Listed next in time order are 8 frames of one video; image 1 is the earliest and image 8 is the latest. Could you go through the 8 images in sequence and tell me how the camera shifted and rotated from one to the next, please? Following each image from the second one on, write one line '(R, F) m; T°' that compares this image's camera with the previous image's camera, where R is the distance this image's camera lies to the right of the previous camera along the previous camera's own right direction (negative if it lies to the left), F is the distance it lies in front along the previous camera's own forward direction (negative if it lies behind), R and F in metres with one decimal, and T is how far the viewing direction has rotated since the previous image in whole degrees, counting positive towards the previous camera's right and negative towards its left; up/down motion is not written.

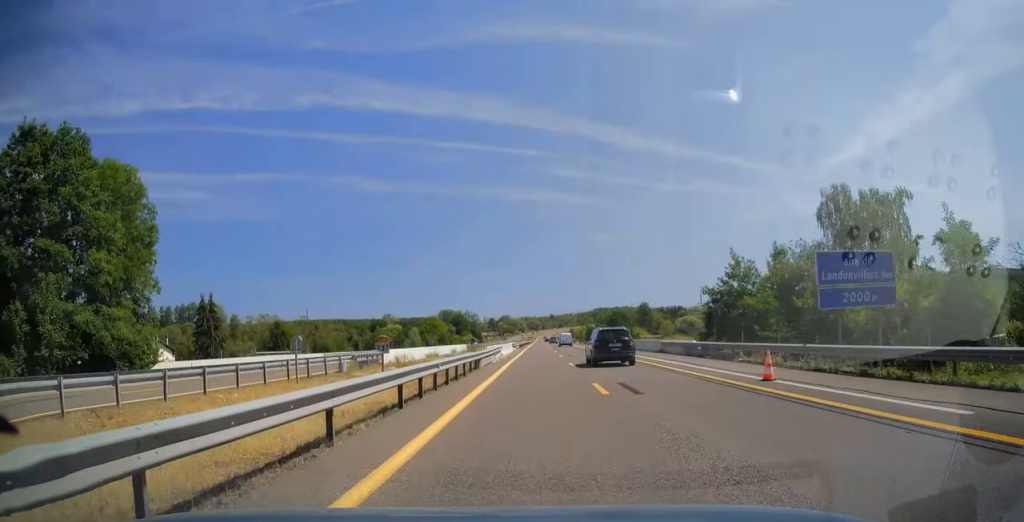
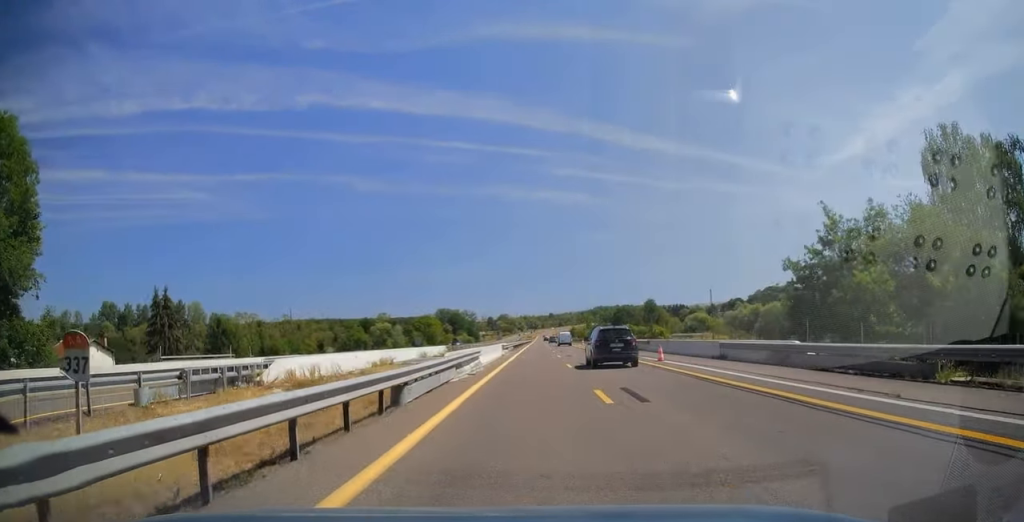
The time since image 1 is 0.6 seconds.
(-0.1, +15.0) m; 0°
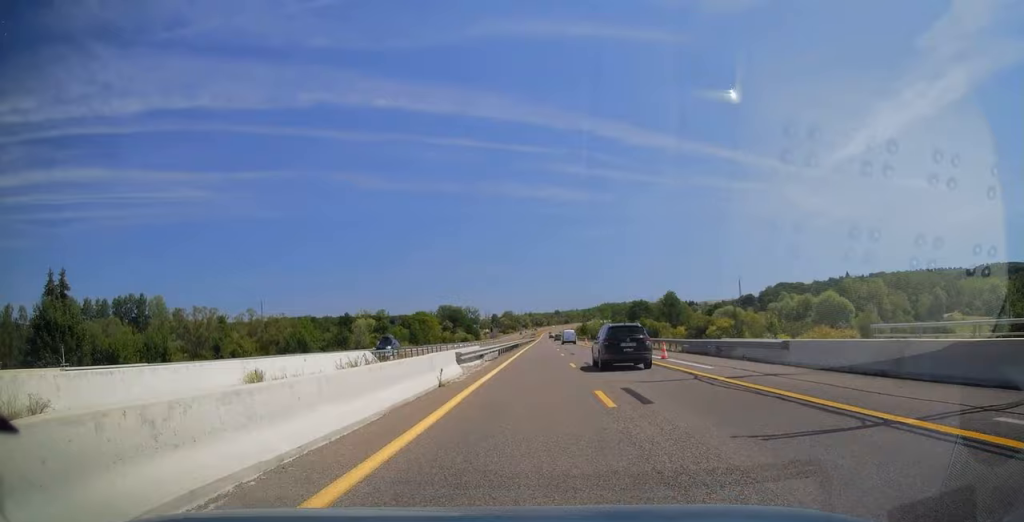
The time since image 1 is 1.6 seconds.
(+0.4, +26.8) m; +1°
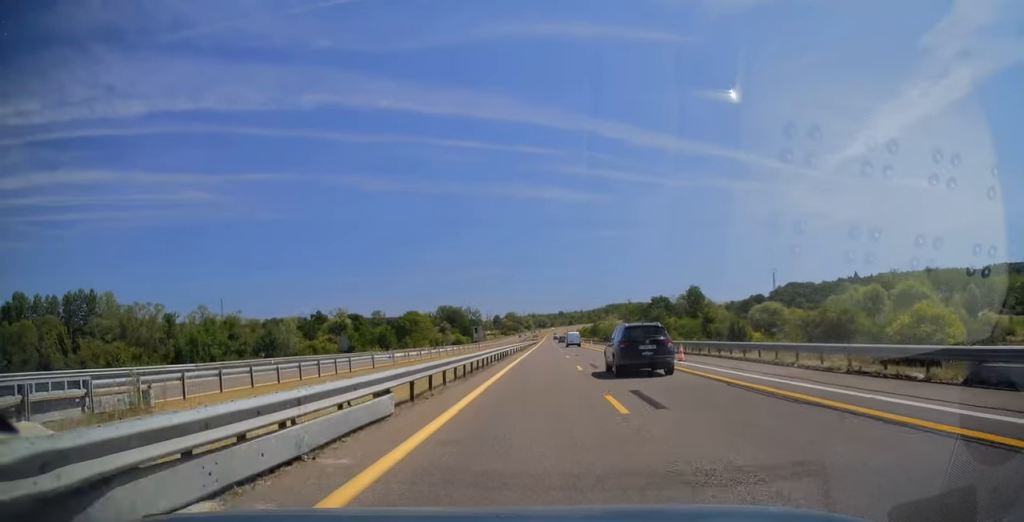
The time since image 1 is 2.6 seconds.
(-0.1, +26.8) m; -1°
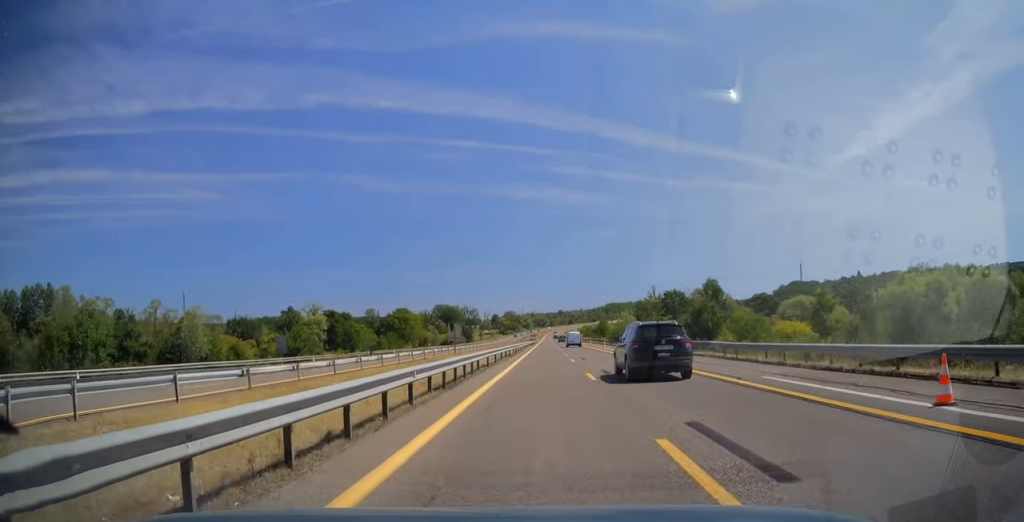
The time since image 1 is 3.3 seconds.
(-0.3, +18.4) m; 0°
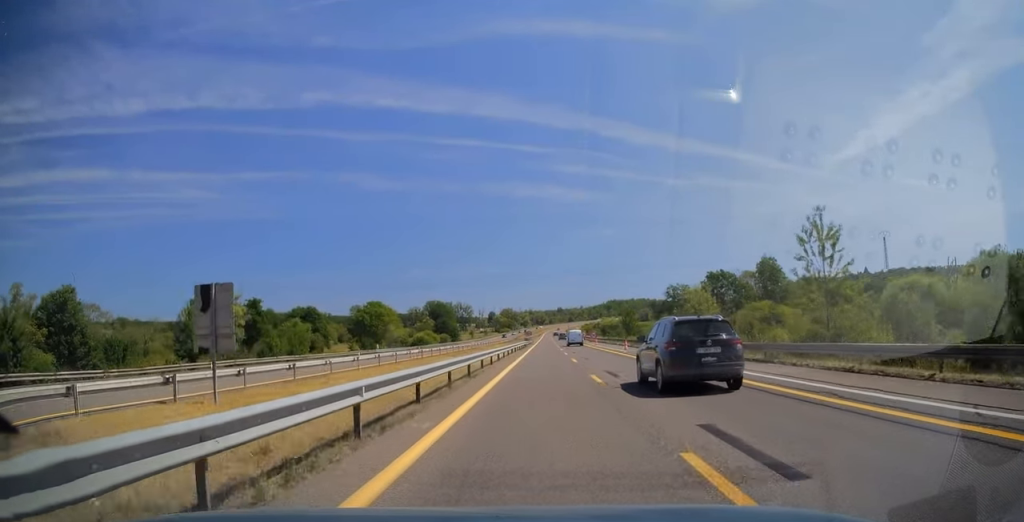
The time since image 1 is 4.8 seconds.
(+0.6, +39.9) m; 0°
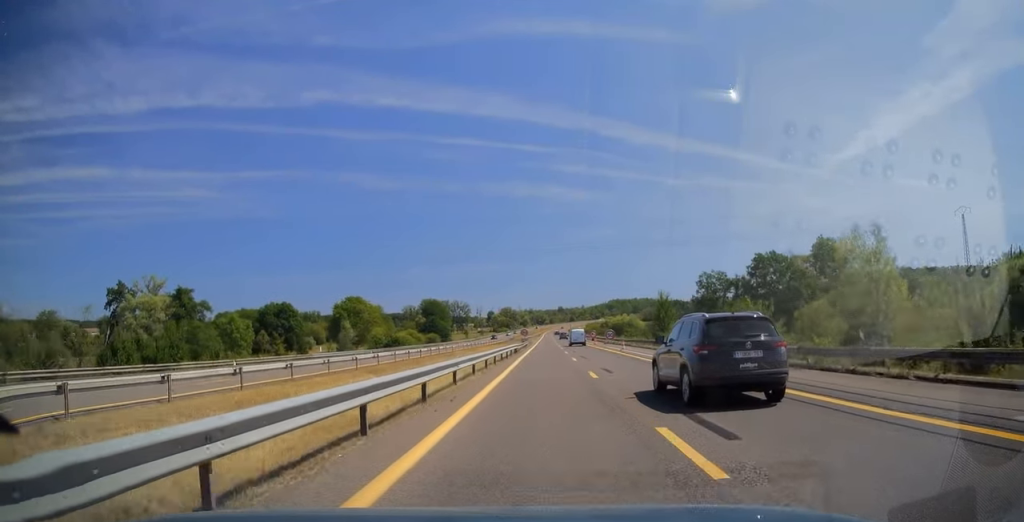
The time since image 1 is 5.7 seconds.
(-0.1, +24.1) m; 0°
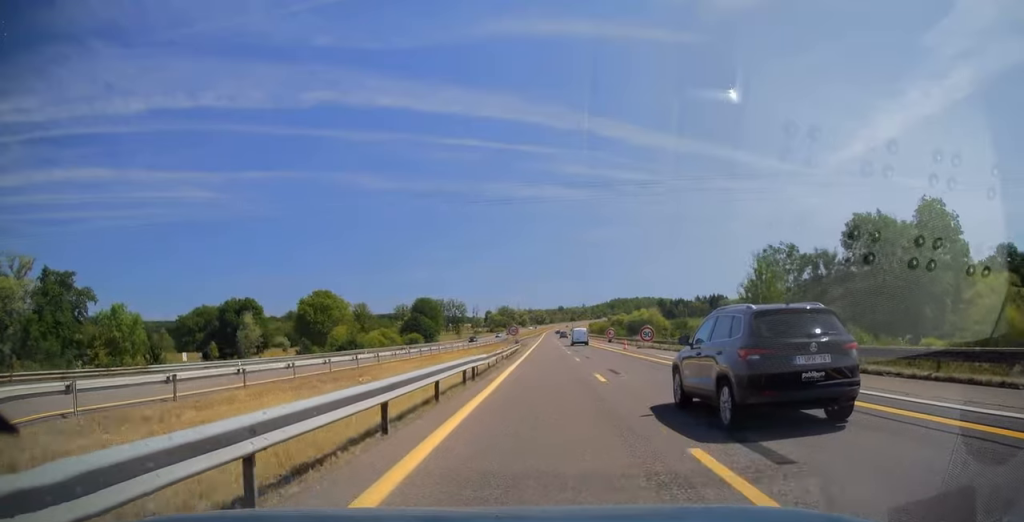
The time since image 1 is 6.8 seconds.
(-0.1, +27.6) m; 0°
